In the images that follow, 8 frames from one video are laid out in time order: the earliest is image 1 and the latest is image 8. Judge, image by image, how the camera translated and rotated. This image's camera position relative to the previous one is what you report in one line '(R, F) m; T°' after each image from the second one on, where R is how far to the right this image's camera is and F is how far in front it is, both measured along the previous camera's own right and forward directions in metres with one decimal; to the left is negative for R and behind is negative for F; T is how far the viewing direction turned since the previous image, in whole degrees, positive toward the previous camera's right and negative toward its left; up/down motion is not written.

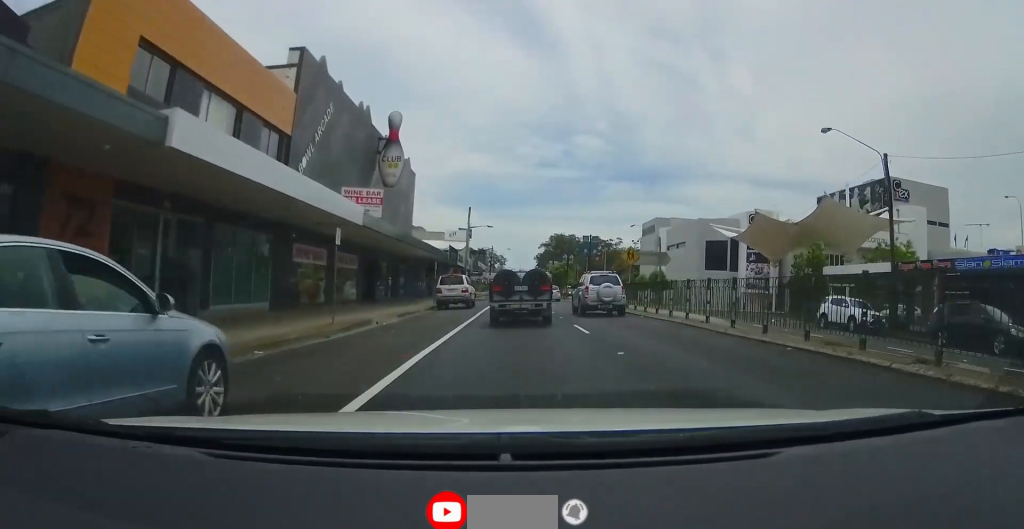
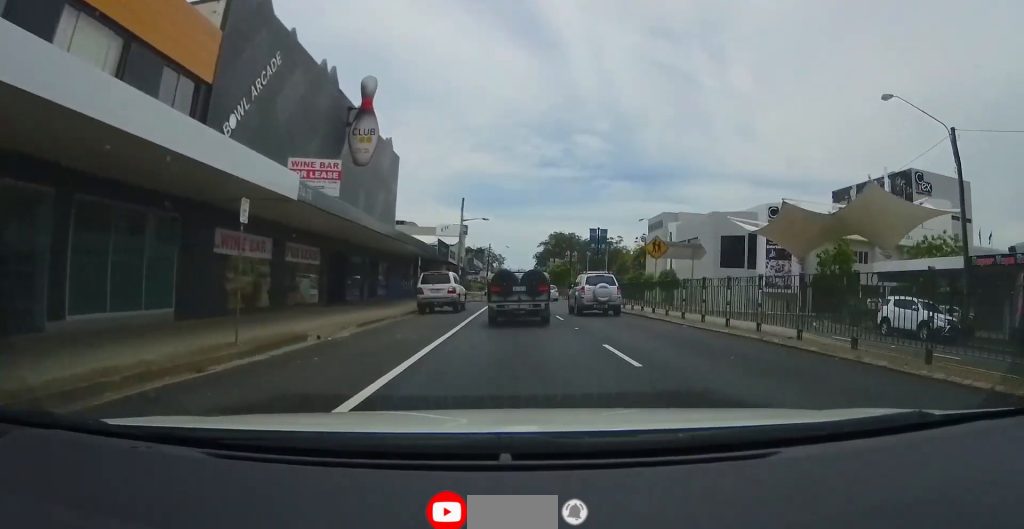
(+0.1, +6.0) m; +1°
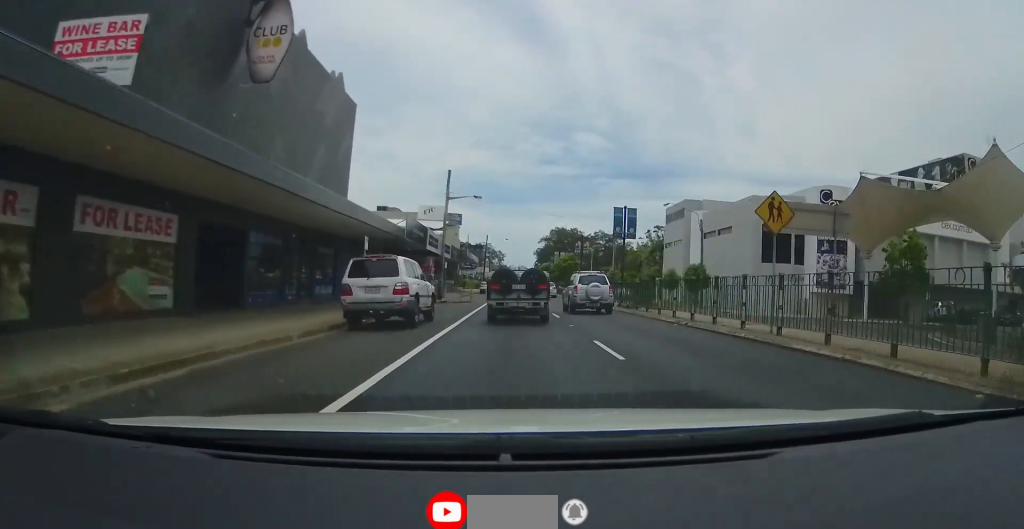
(0.0, +11.3) m; -4°
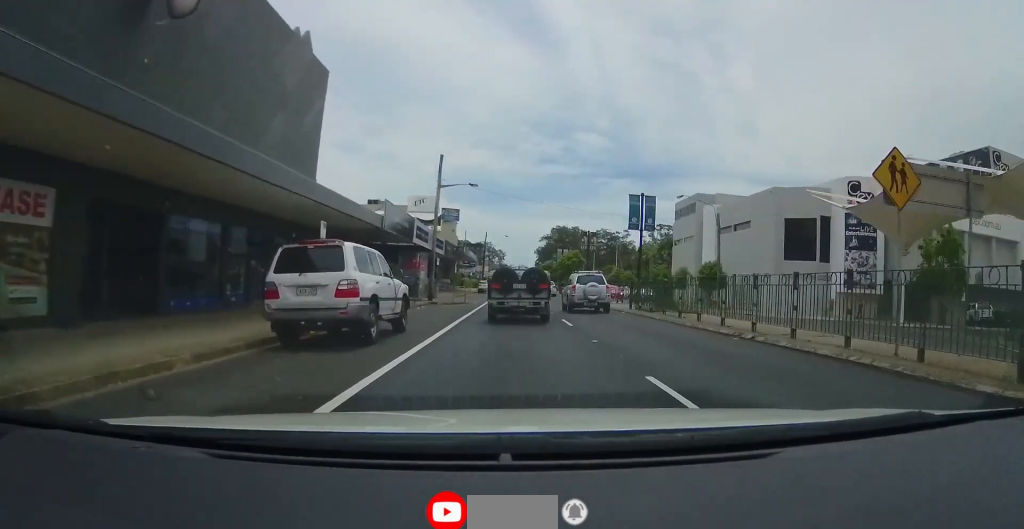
(-0.5, +5.0) m; -1°
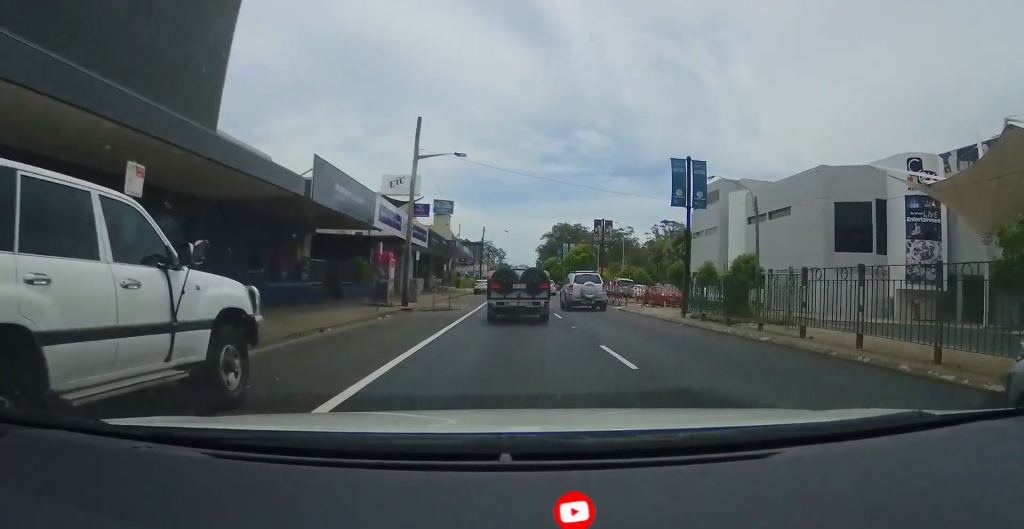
(+0.1, +8.9) m; +2°
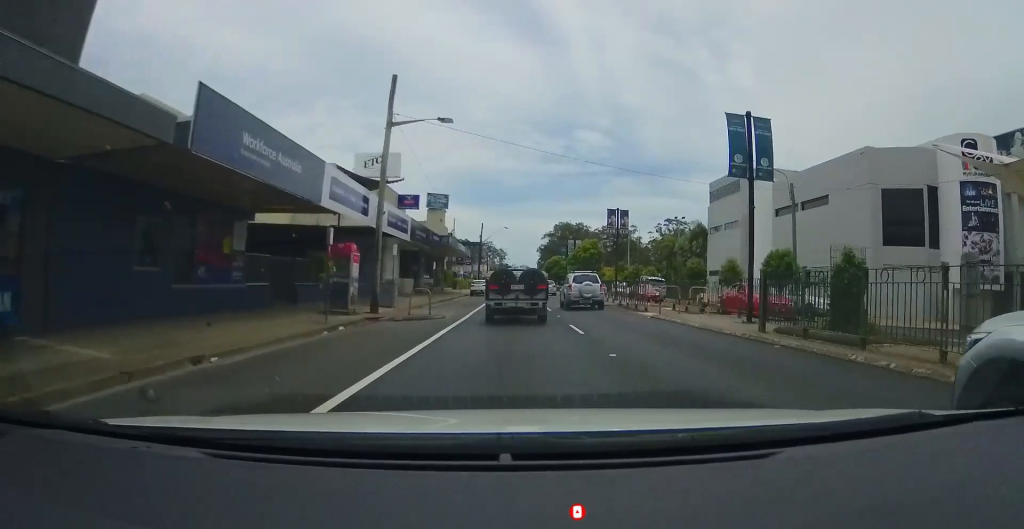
(+0.2, +6.4) m; +2°
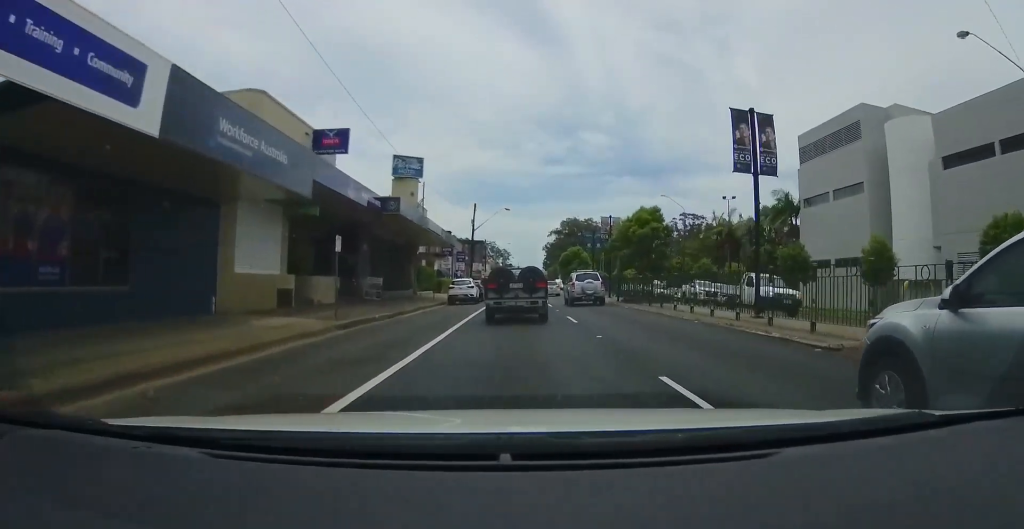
(-0.4, +22.8) m; -4°
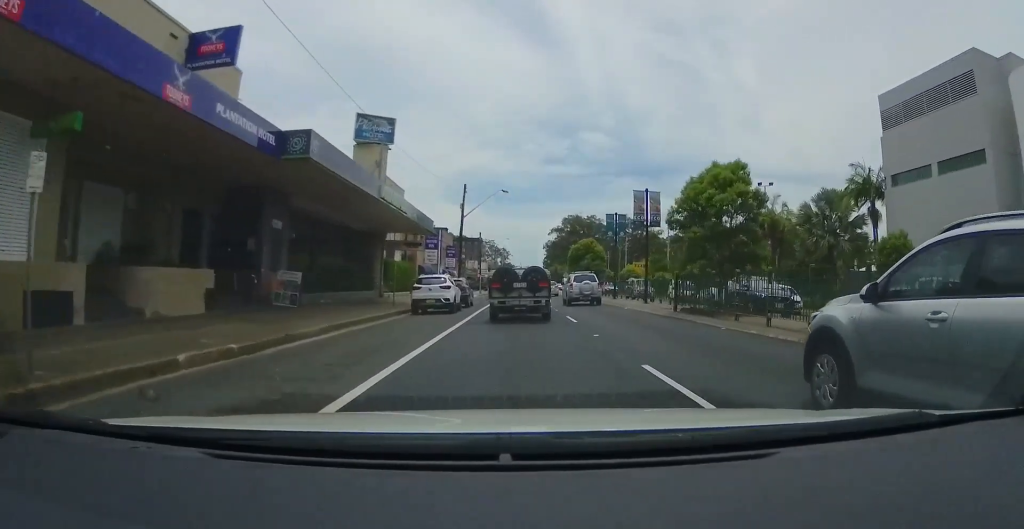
(-0.3, +12.7) m; +1°
